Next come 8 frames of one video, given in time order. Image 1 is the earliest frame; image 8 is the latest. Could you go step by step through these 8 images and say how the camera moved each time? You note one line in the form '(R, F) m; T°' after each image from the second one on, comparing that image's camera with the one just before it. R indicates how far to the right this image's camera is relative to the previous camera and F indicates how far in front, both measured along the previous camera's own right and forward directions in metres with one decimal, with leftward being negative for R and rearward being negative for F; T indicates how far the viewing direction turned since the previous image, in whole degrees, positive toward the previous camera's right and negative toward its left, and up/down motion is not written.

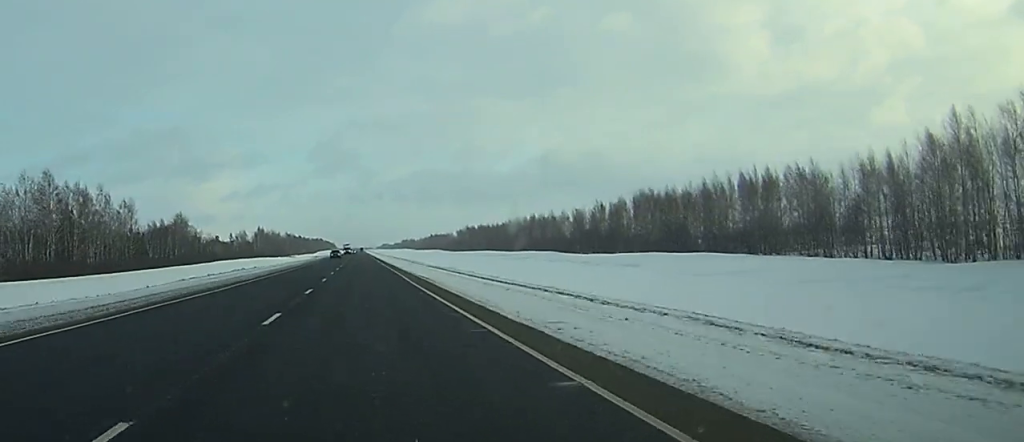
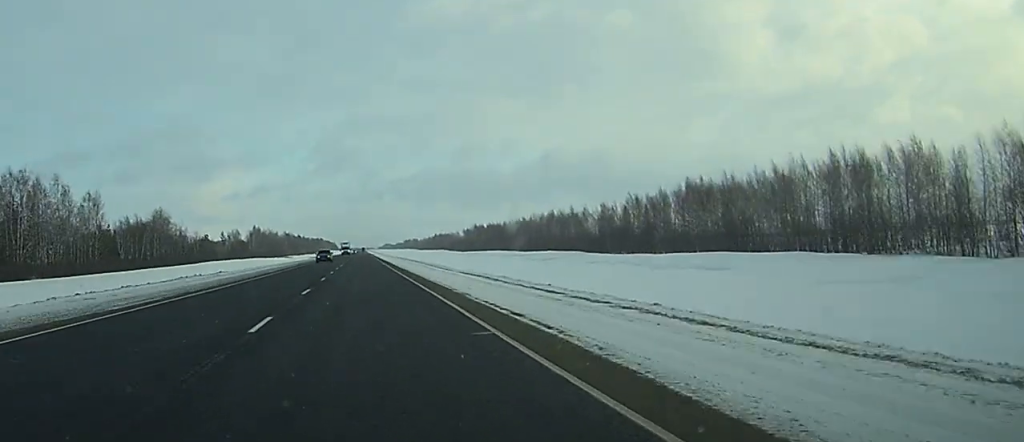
(0.0, +25.6) m; 0°
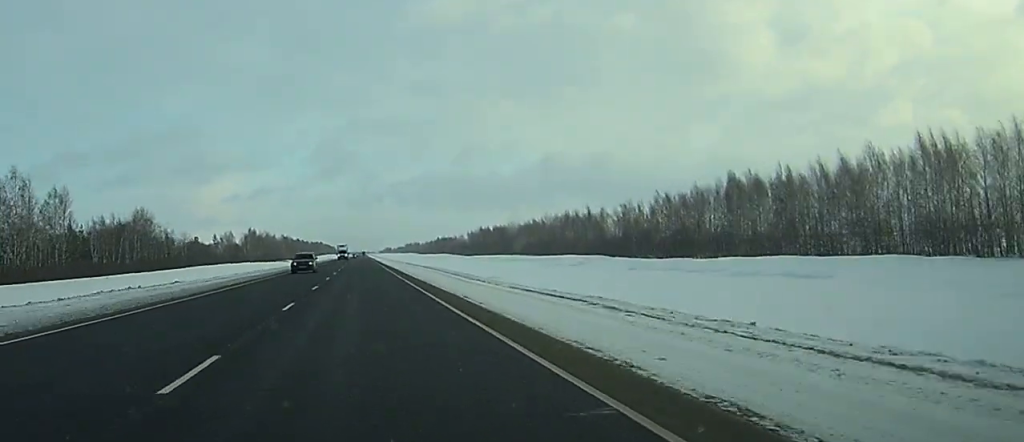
(0.0, +18.3) m; 0°
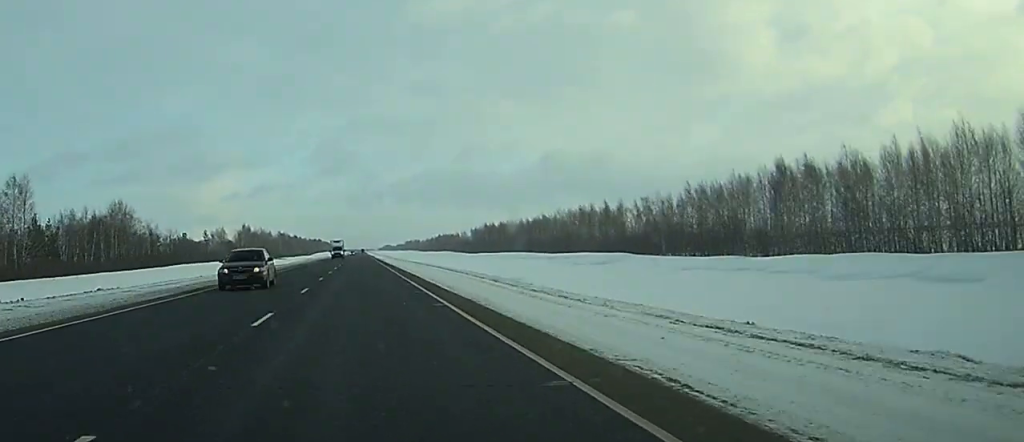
(0.0, +17.0) m; 0°
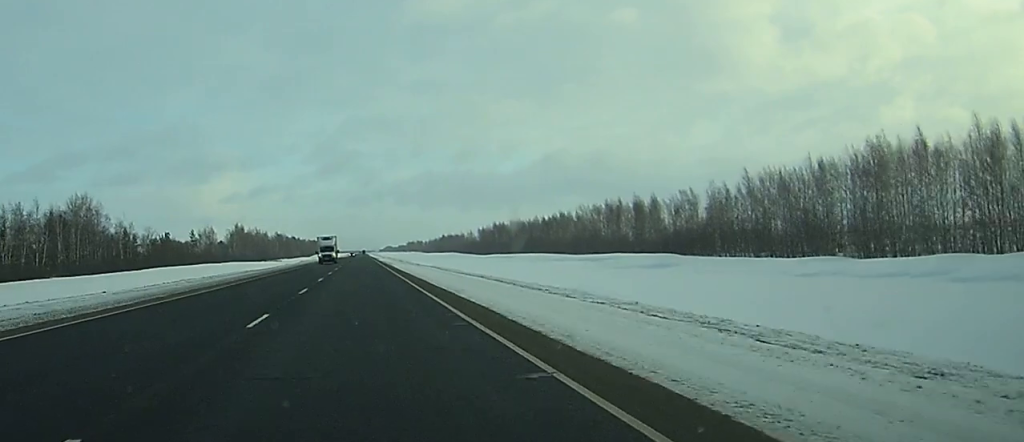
(0.0, +24.3) m; 0°
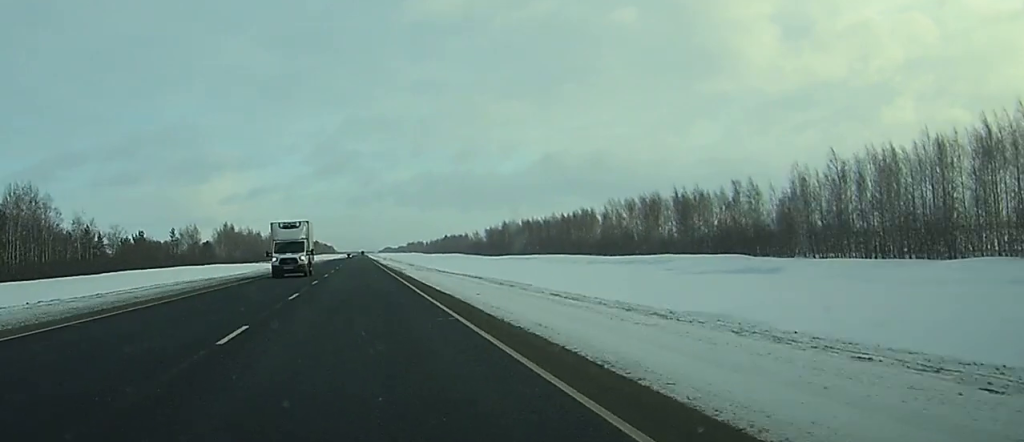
(-0.1, +26.7) m; 0°
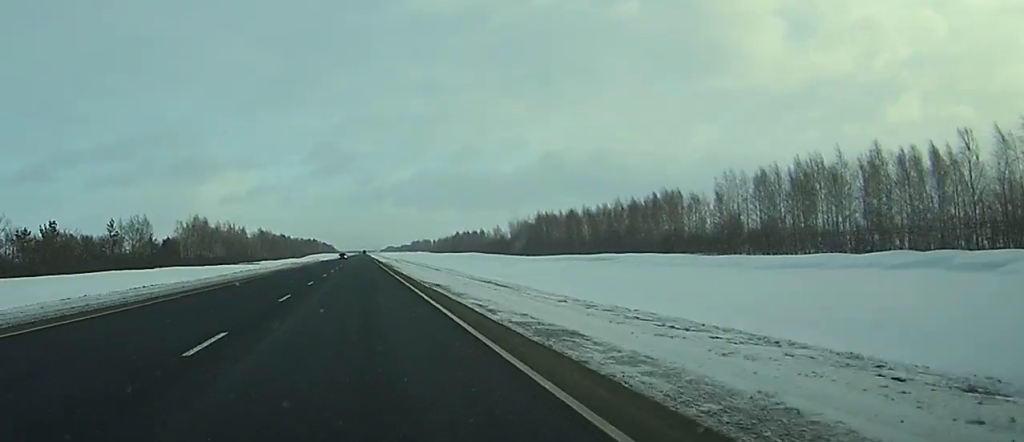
(+0.1, +61.9) m; 0°
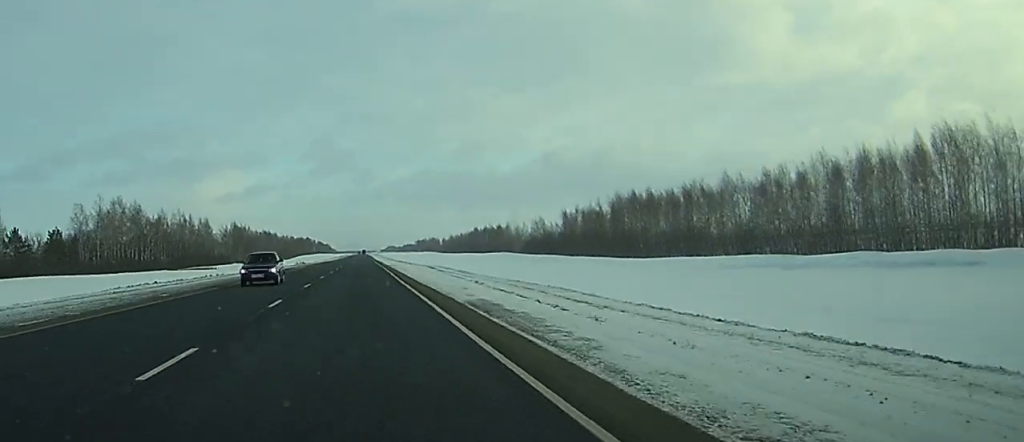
(0.0, +85.8) m; 0°
